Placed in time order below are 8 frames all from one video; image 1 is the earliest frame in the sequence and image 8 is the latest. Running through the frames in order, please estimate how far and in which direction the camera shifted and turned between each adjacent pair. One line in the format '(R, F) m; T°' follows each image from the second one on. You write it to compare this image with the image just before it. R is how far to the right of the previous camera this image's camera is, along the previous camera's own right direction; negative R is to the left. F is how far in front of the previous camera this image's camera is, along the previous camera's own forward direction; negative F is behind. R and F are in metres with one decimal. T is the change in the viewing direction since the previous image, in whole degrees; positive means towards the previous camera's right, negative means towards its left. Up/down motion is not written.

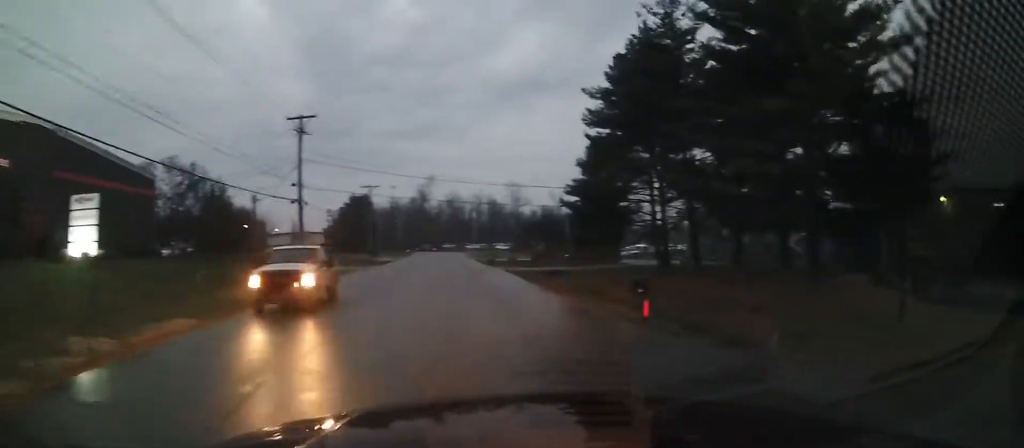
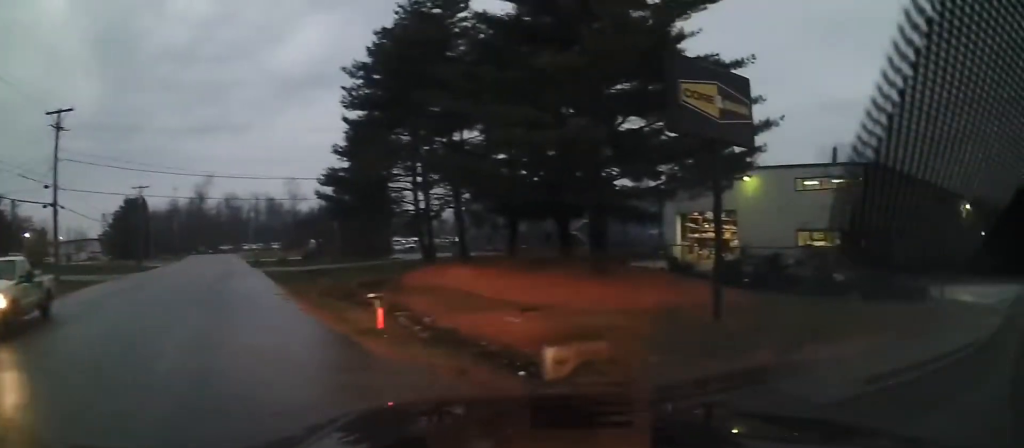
(+0.9, +3.3) m; +29°
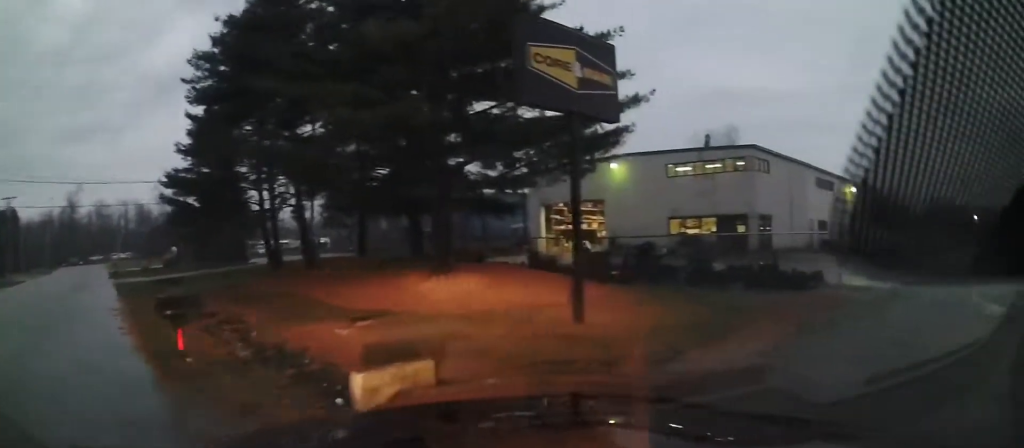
(+0.5, +2.5) m; +21°
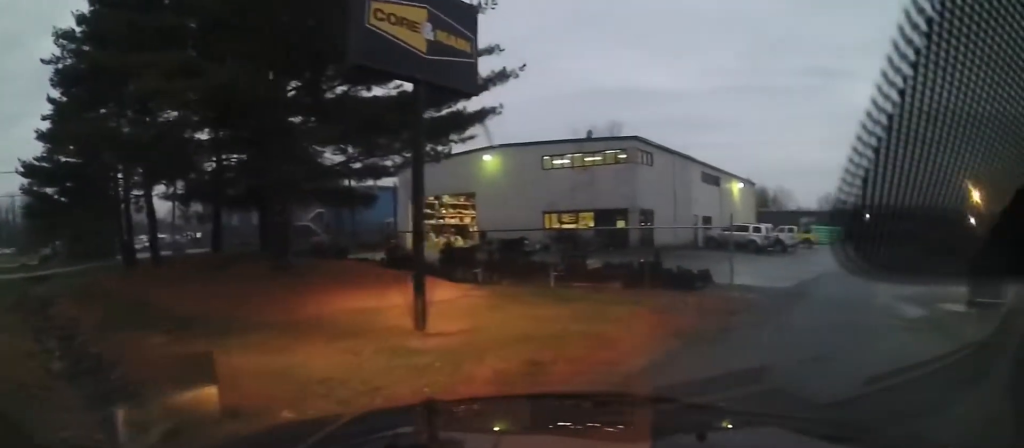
(+0.3, +2.5) m; +19°
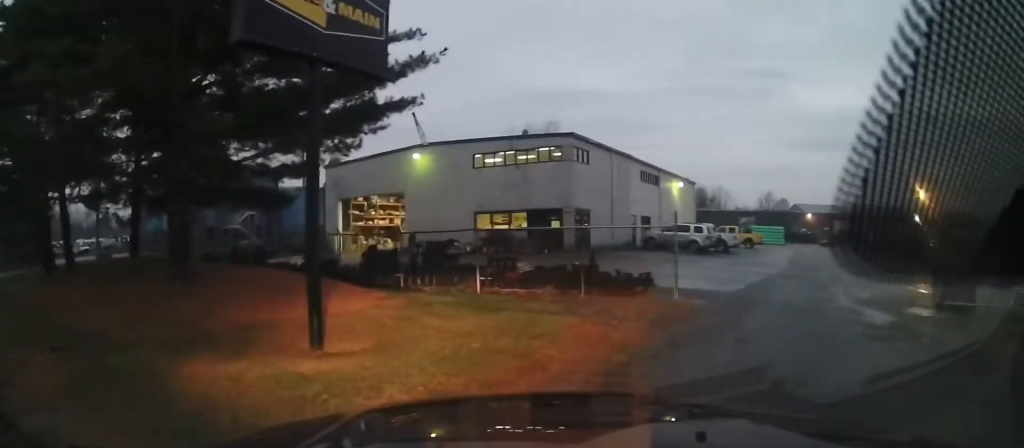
(+0.4, +1.7) m; +9°
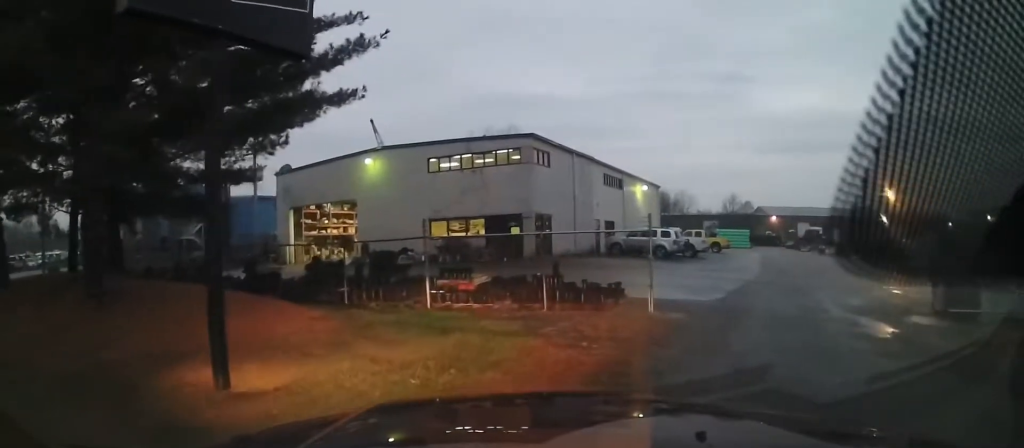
(+0.1, +2.0) m; +4°
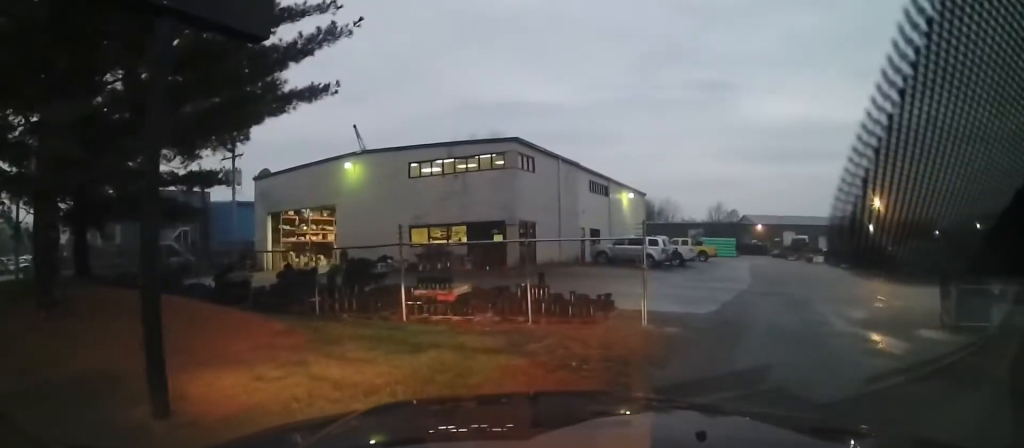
(0.0, +1.0) m; 0°
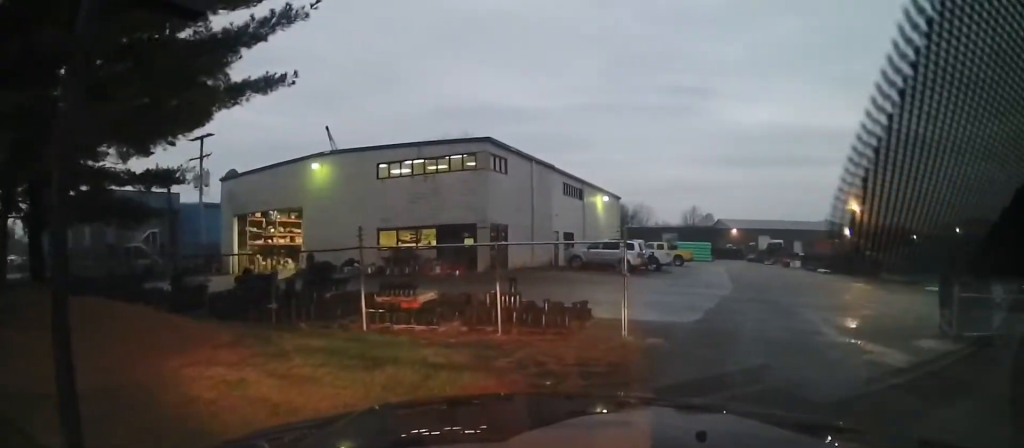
(0.0, +0.9) m; 0°
